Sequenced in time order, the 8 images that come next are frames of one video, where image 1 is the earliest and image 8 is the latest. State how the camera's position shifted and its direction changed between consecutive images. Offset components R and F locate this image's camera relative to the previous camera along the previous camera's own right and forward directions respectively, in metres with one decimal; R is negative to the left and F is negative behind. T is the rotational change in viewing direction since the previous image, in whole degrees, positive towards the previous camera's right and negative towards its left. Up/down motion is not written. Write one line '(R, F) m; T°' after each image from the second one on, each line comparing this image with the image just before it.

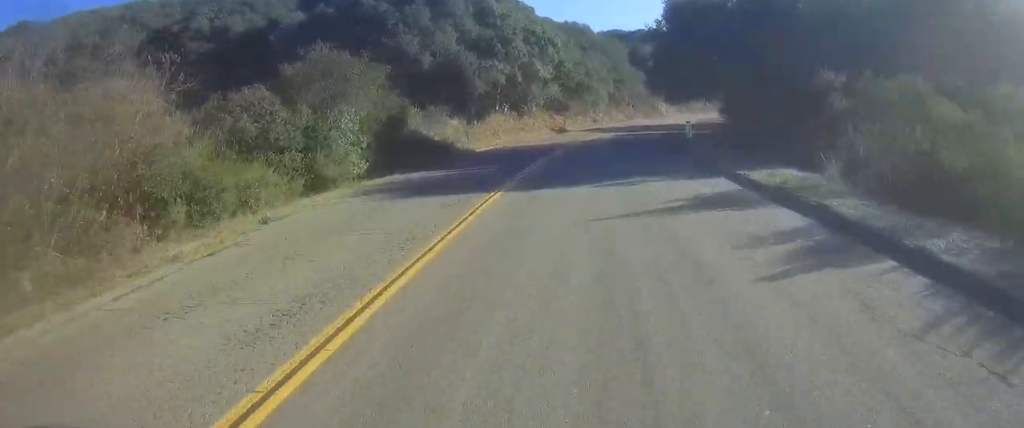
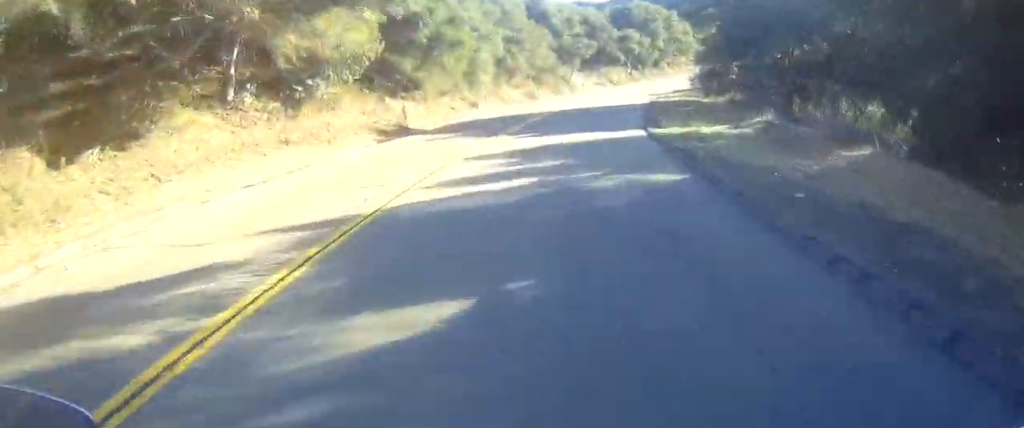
(+0.9, +33.8) m; +4°
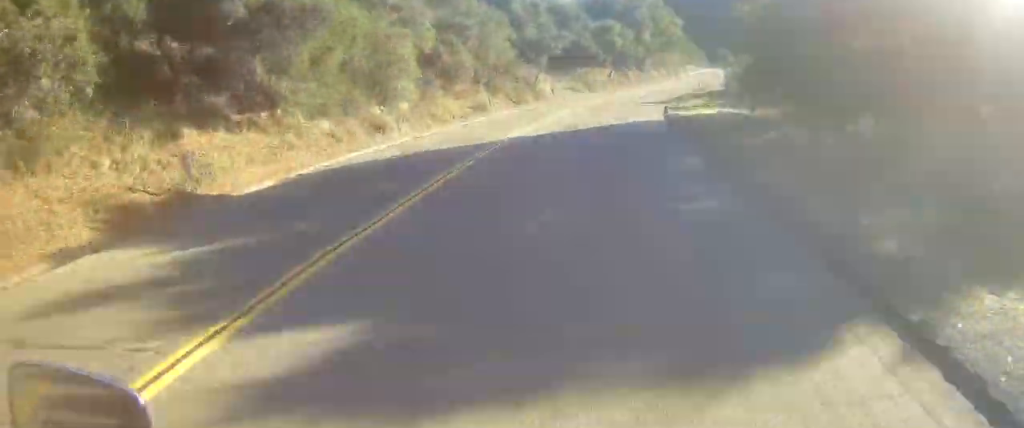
(+0.5, +19.0) m; +9°
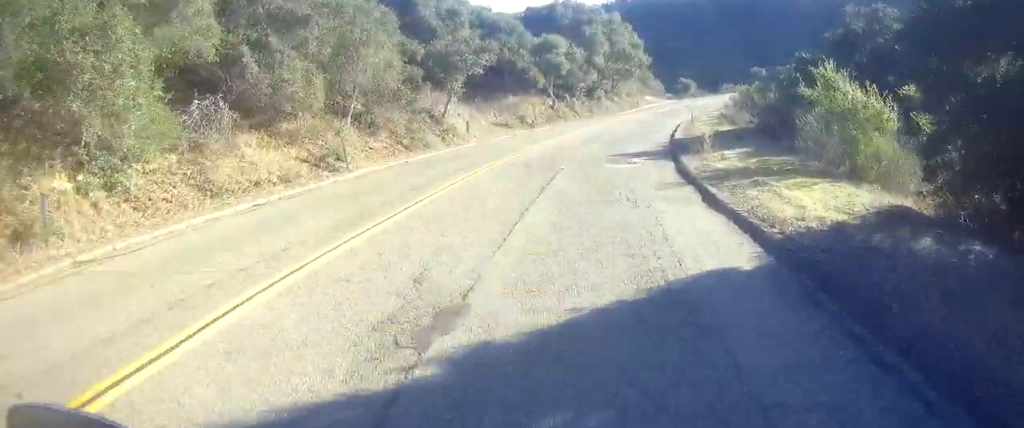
(+2.6, +19.8) m; +8°
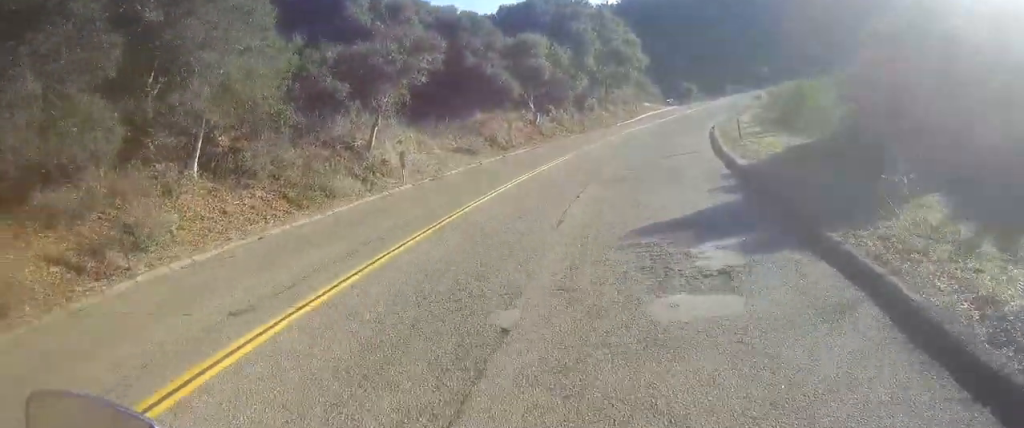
(+0.1, +12.9) m; 0°
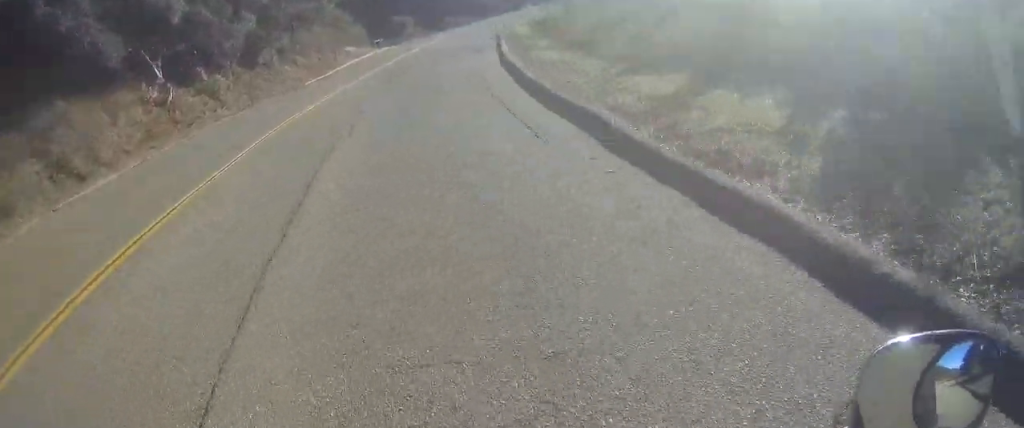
(0.0, +21.2) m; 0°
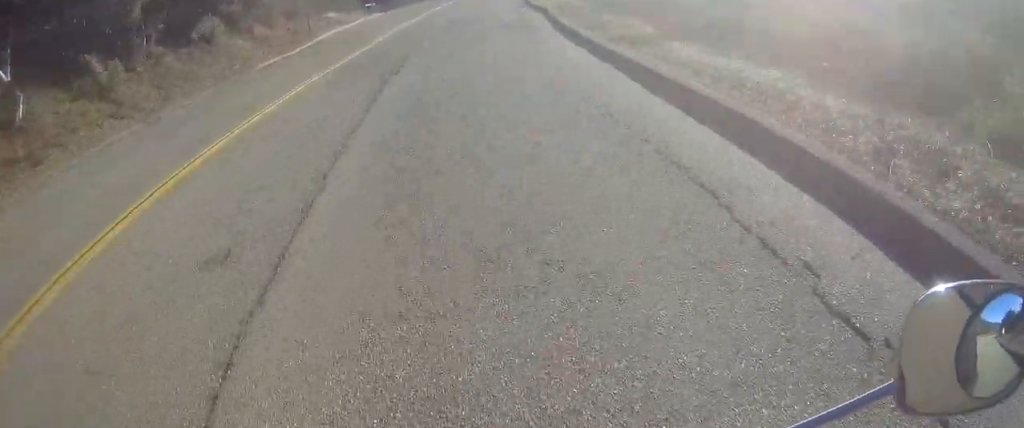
(0.0, +11.9) m; +4°
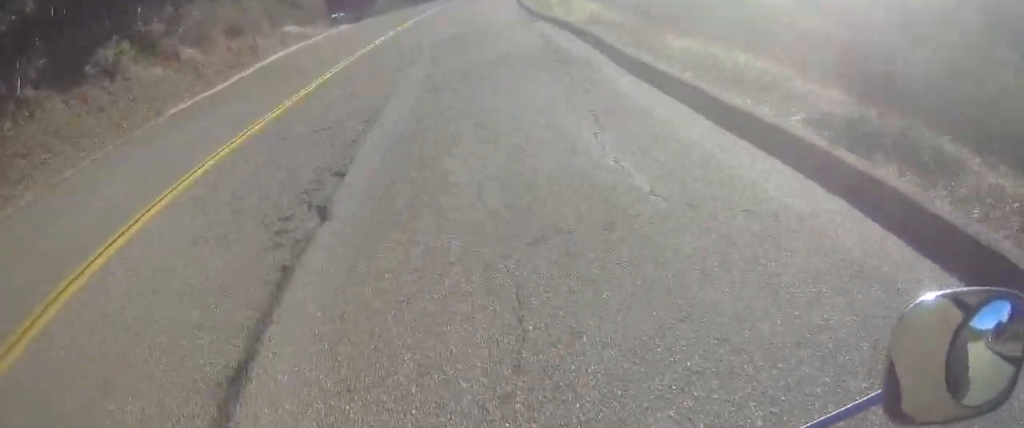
(-0.5, +7.6) m; +4°
